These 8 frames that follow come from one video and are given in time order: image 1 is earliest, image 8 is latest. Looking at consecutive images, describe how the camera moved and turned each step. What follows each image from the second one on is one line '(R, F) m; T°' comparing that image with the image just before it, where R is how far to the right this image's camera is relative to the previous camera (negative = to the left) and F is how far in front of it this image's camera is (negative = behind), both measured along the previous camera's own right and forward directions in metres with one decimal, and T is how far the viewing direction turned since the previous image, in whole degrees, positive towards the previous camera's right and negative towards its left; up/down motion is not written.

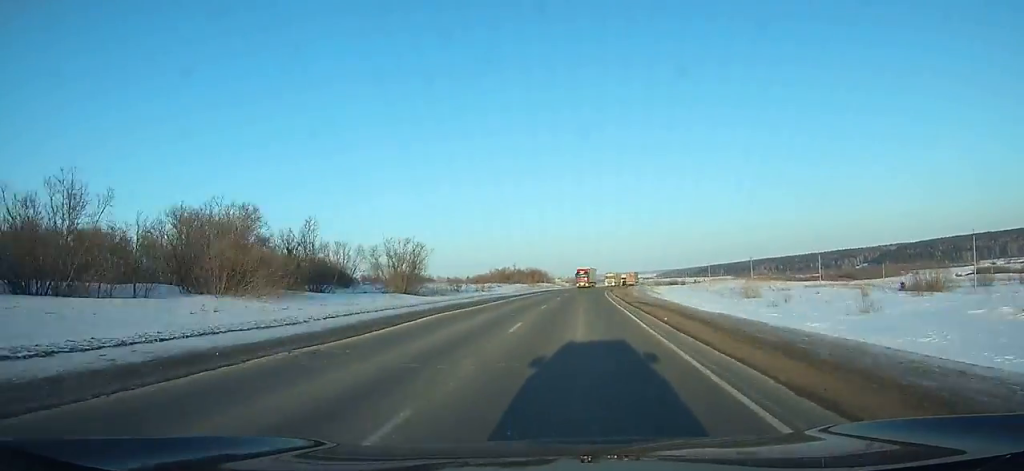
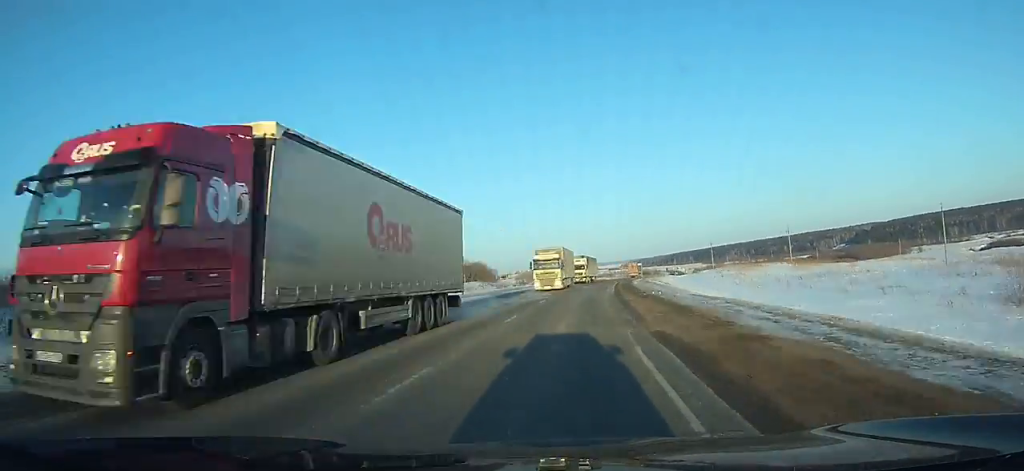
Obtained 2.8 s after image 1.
(+1.3, +69.9) m; +3°
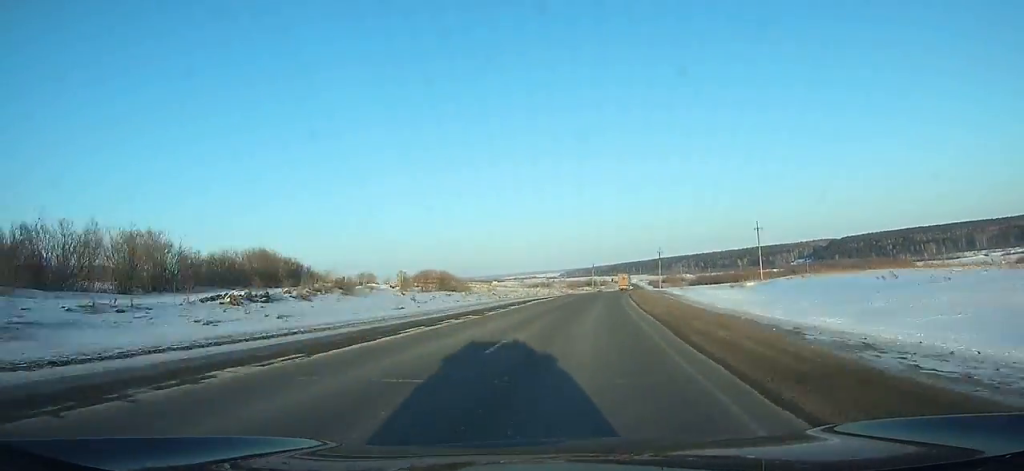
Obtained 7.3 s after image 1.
(+5.2, +107.4) m; +7°
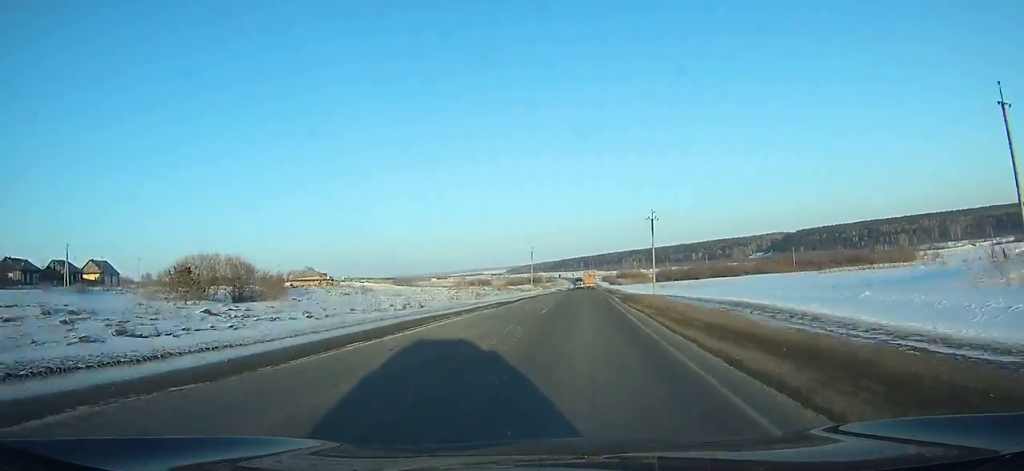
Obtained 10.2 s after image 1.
(+2.9, +69.1) m; +4°
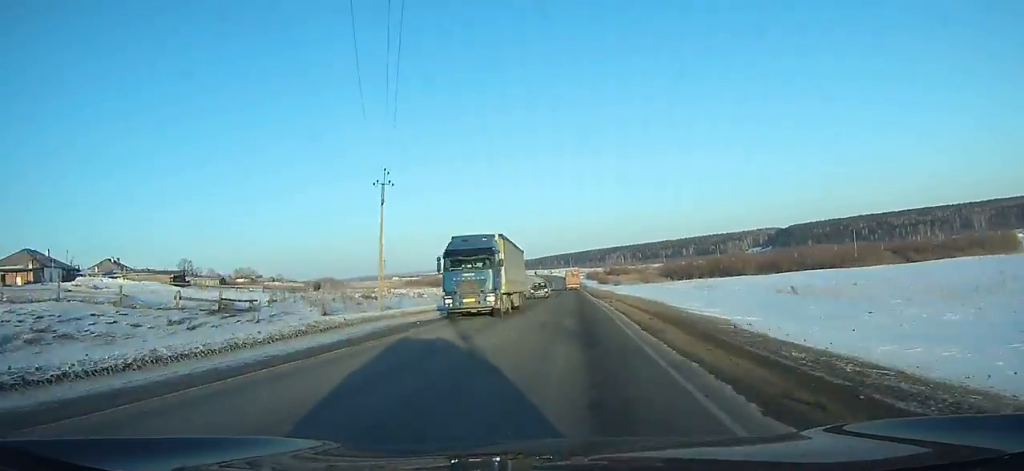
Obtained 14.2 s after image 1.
(+2.5, +97.0) m; +1°
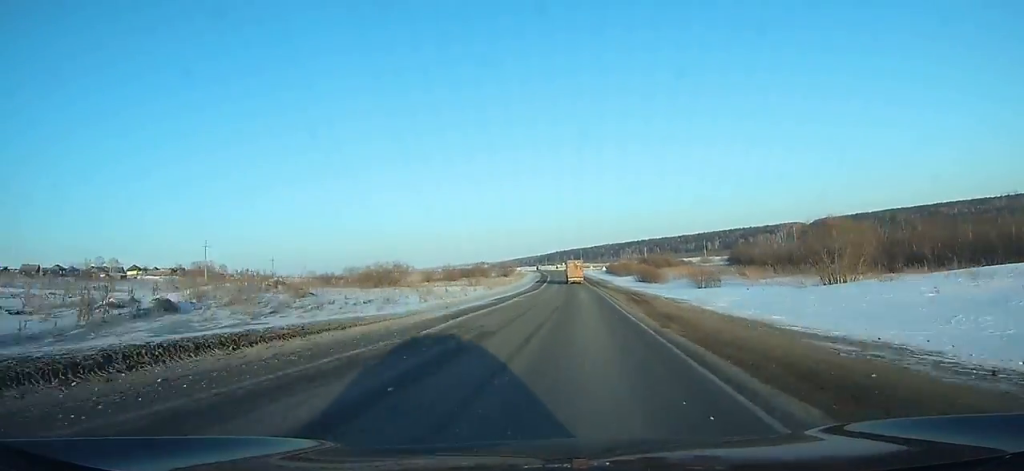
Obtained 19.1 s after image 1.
(-1.7, +119.2) m; -2°
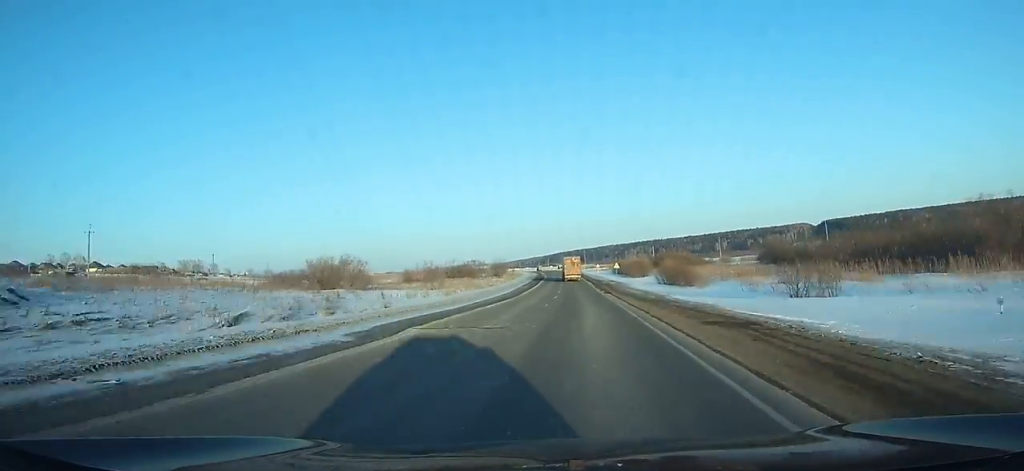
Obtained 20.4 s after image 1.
(-0.2, +31.1) m; 0°
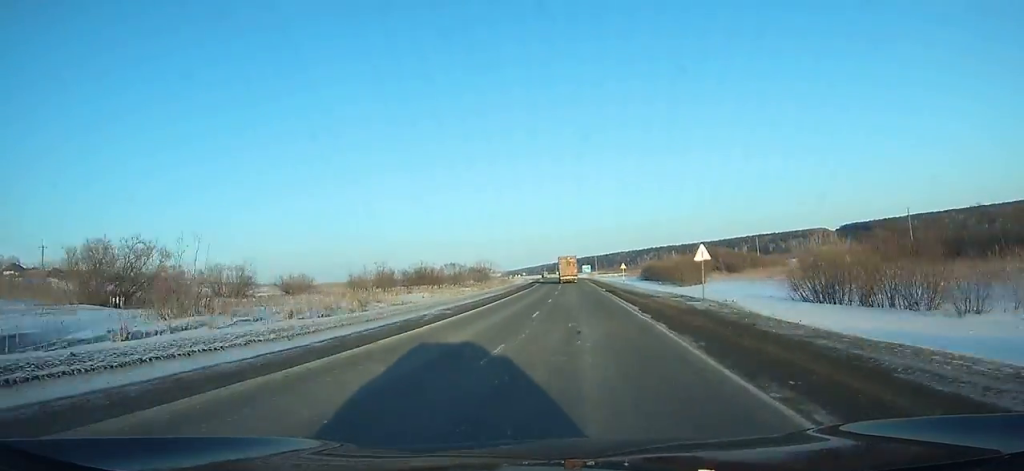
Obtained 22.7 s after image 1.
(-0.3, +54.9) m; -1°
